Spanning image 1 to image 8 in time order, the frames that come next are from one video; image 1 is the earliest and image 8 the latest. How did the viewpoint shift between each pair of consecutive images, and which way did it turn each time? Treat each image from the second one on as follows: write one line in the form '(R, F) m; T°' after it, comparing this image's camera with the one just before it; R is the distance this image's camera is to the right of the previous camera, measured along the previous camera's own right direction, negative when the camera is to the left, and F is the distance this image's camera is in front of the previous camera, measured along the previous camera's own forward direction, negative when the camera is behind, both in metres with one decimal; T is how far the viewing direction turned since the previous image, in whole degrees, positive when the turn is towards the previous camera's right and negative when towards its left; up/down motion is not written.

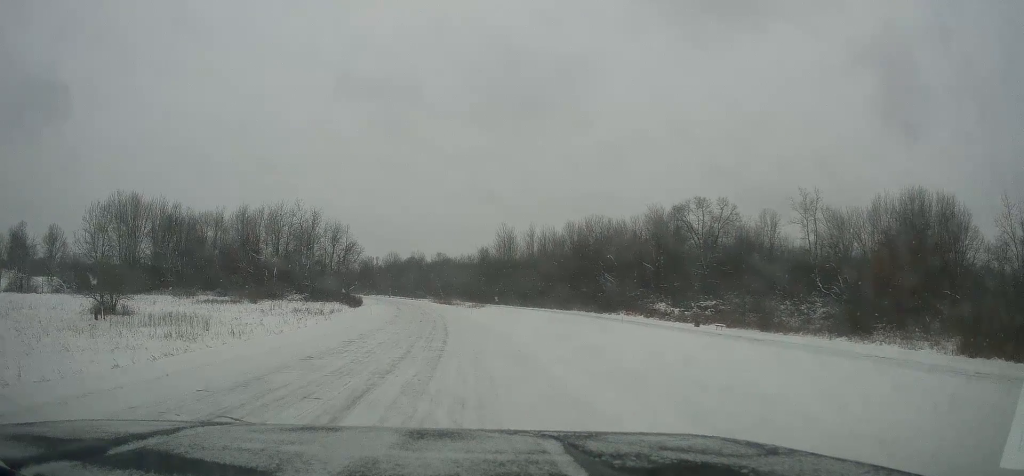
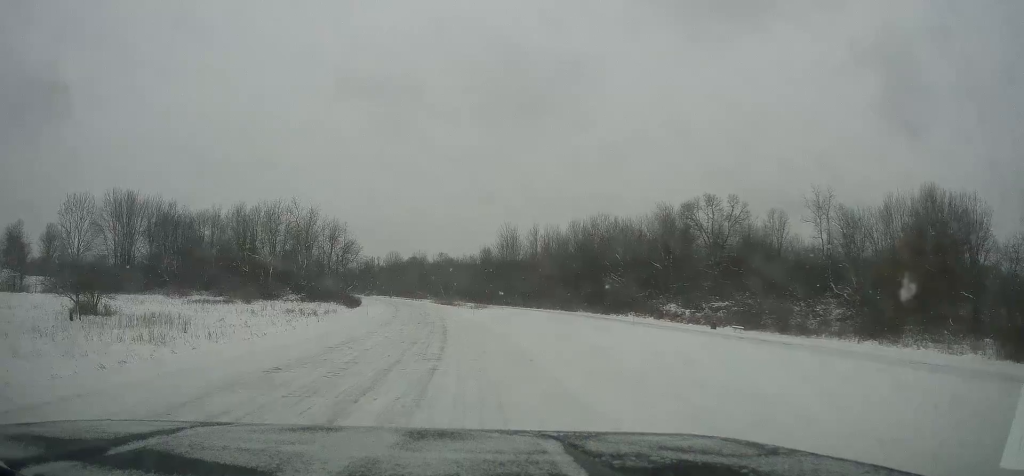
(+0.3, +3.1) m; +2°
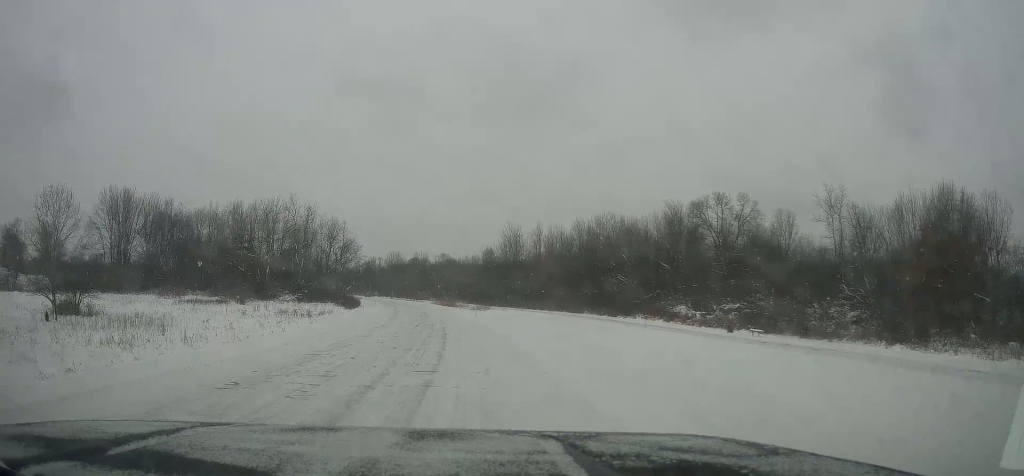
(+0.5, +2.7) m; 0°
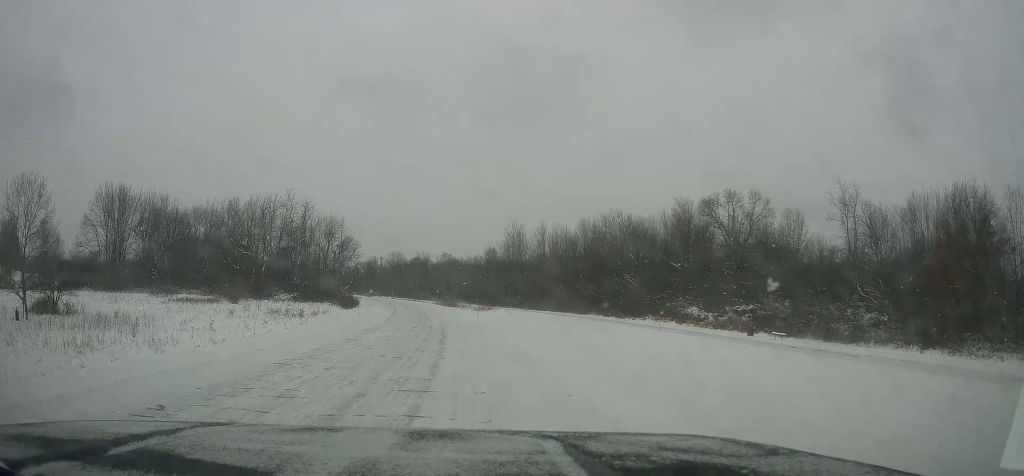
(-0.4, +3.1) m; -4°
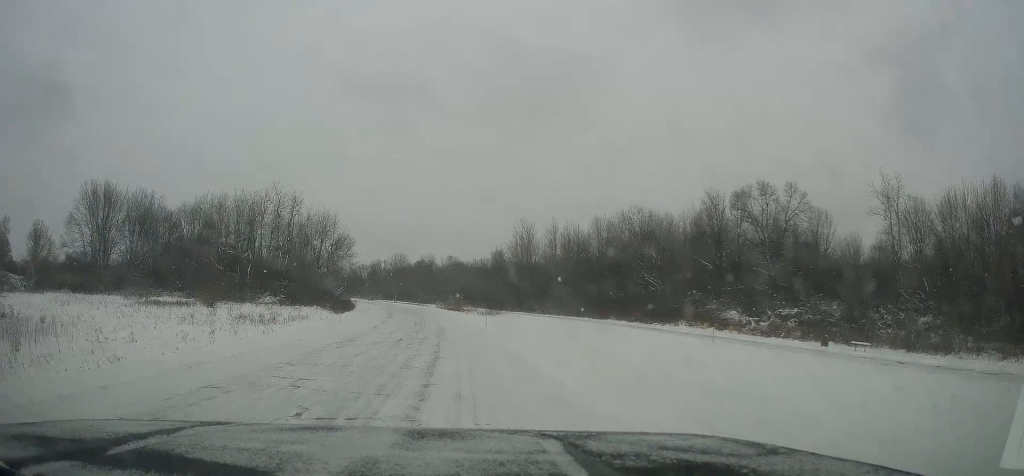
(-0.3, +8.8) m; 0°
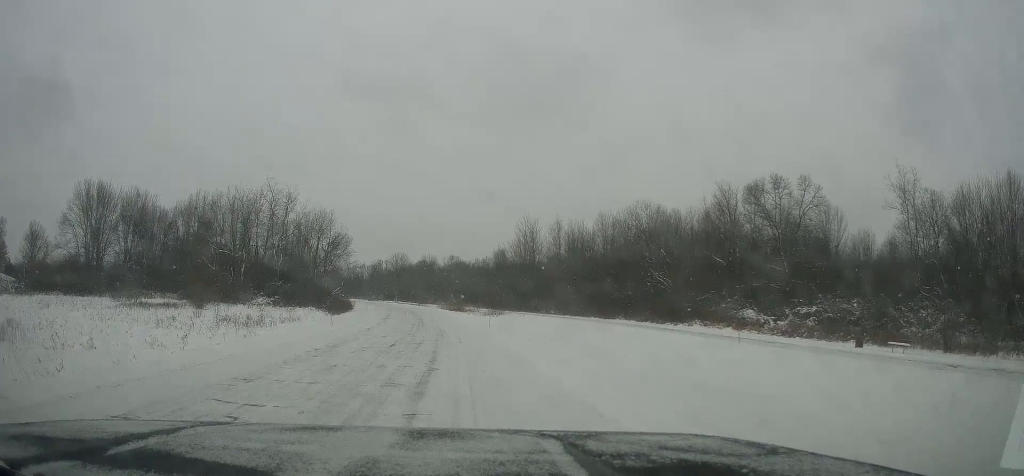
(+0.1, +3.1) m; -2°
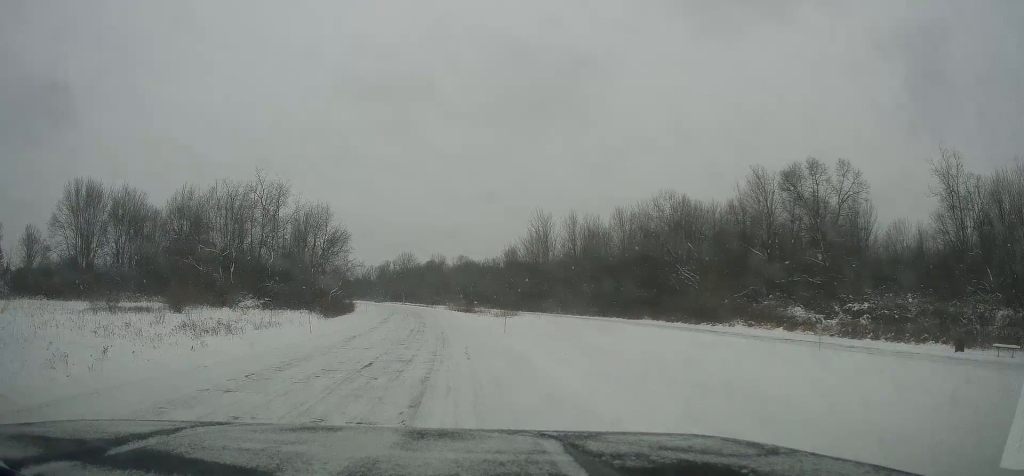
(-0.3, +6.9) m; 0°
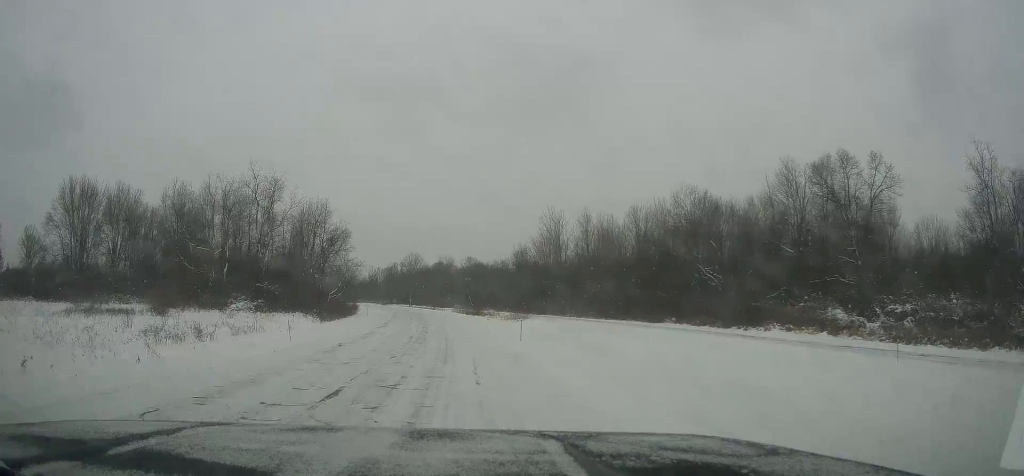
(+0.3, +4.8) m; 0°
